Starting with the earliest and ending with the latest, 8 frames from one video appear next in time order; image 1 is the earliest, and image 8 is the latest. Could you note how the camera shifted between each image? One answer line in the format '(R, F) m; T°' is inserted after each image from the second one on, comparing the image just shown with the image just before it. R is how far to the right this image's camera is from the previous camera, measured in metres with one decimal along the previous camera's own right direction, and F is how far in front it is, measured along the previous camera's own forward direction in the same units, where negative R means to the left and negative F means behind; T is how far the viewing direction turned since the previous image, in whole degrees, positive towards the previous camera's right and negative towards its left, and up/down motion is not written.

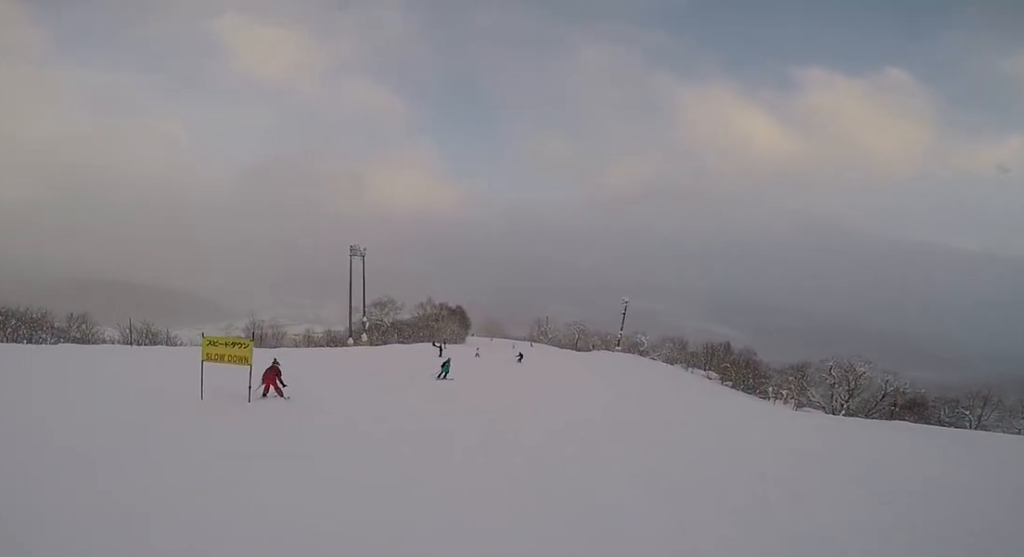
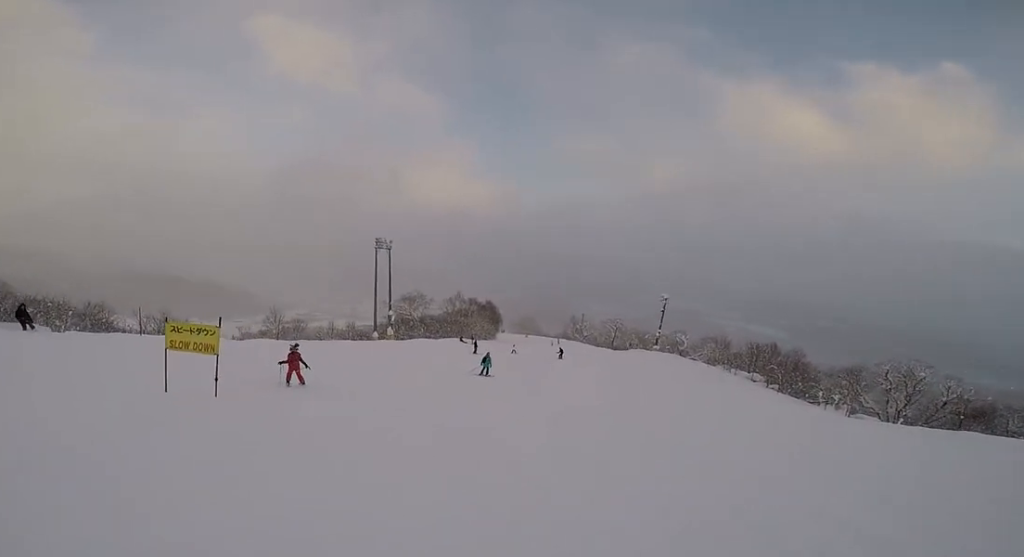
(+0.2, +1.8) m; -13°
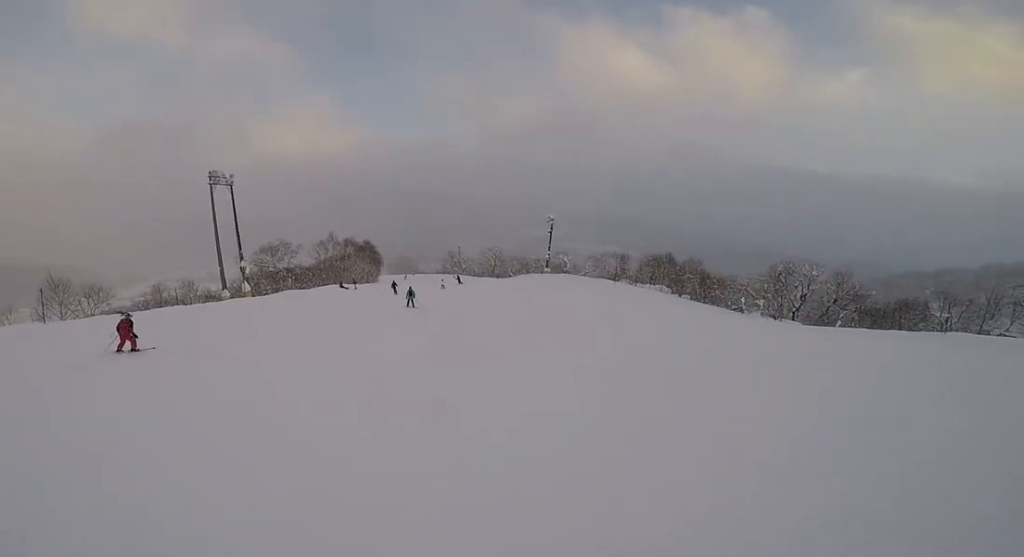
(-0.8, +9.3) m; +8°
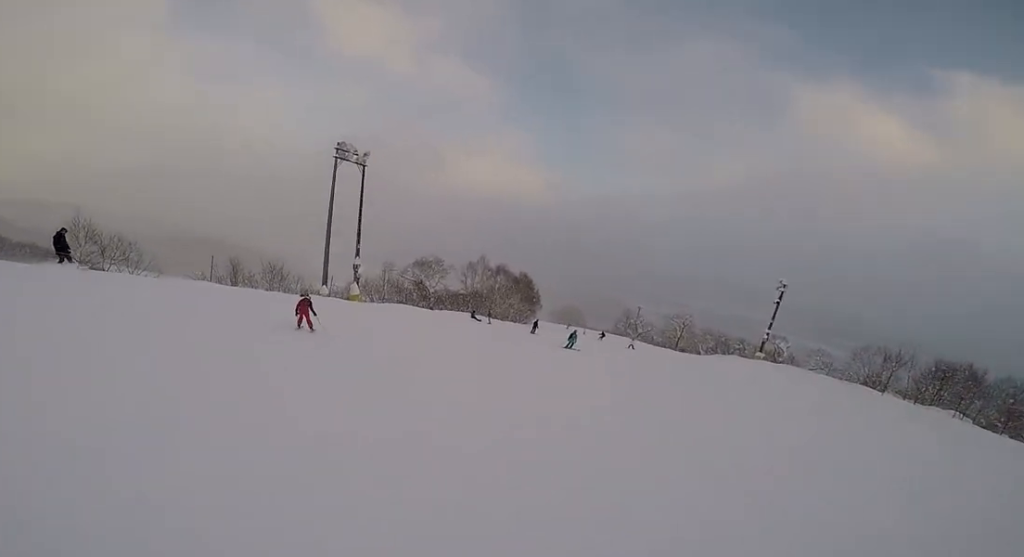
(-0.6, +11.0) m; -10°
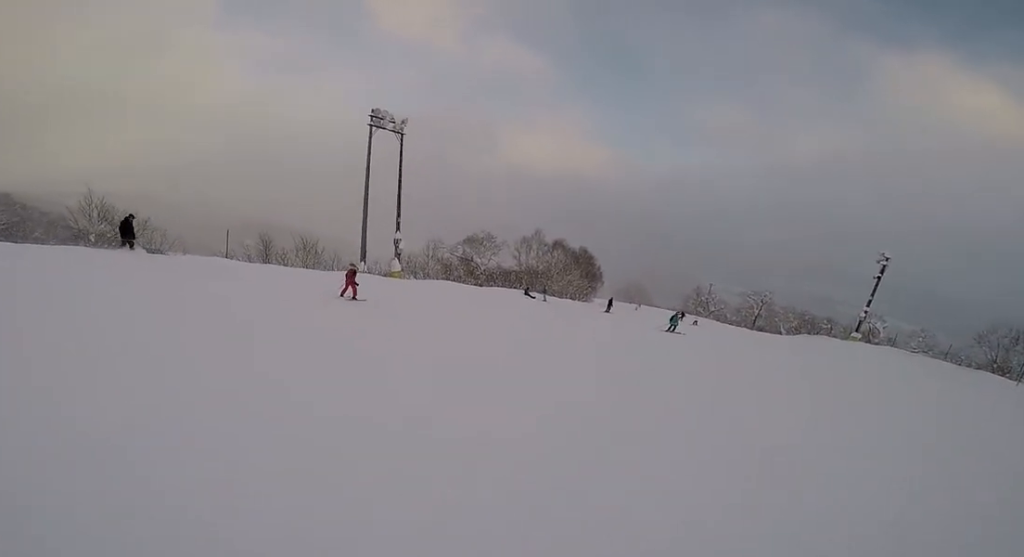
(-0.5, +2.8) m; -1°
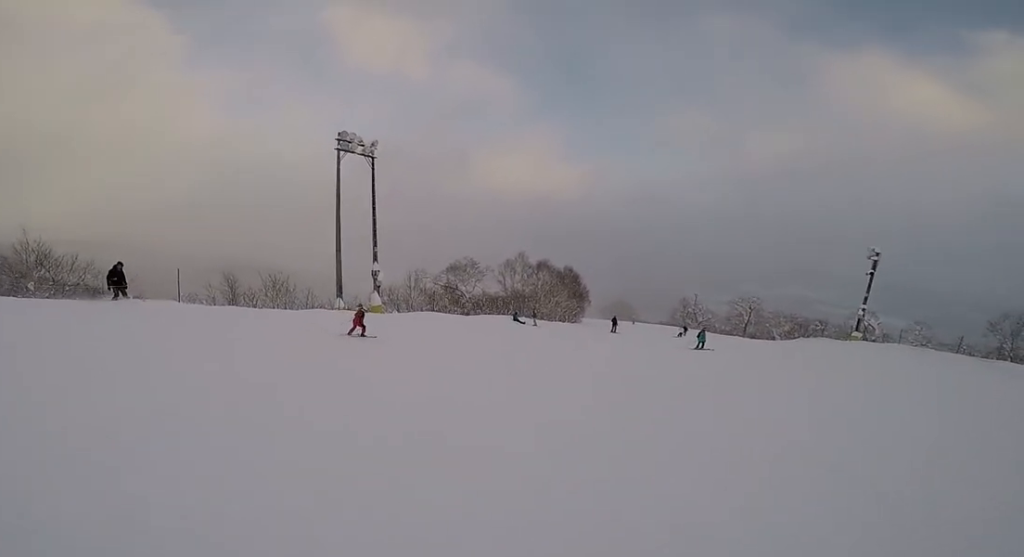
(-0.4, +2.1) m; 0°
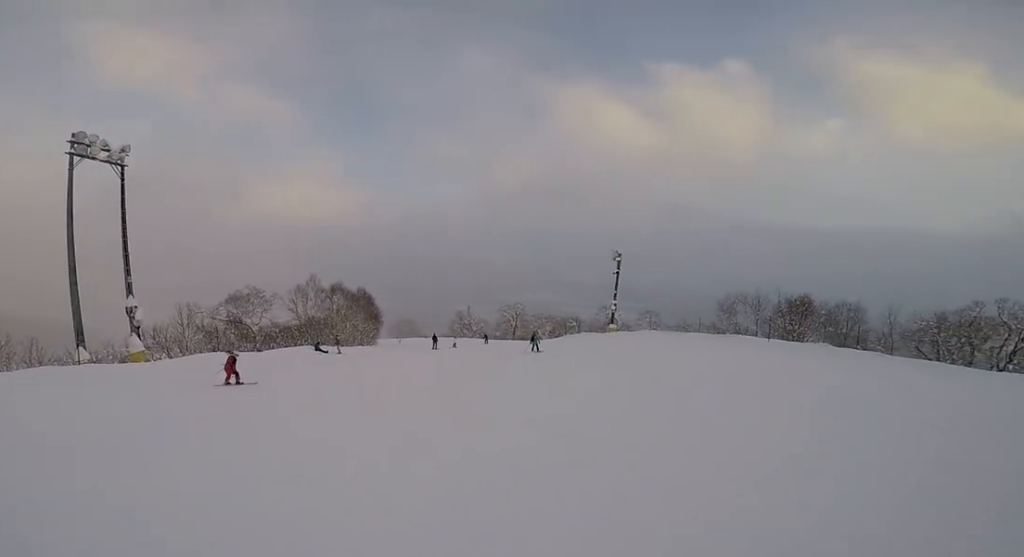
(+0.4, +3.2) m; +9°
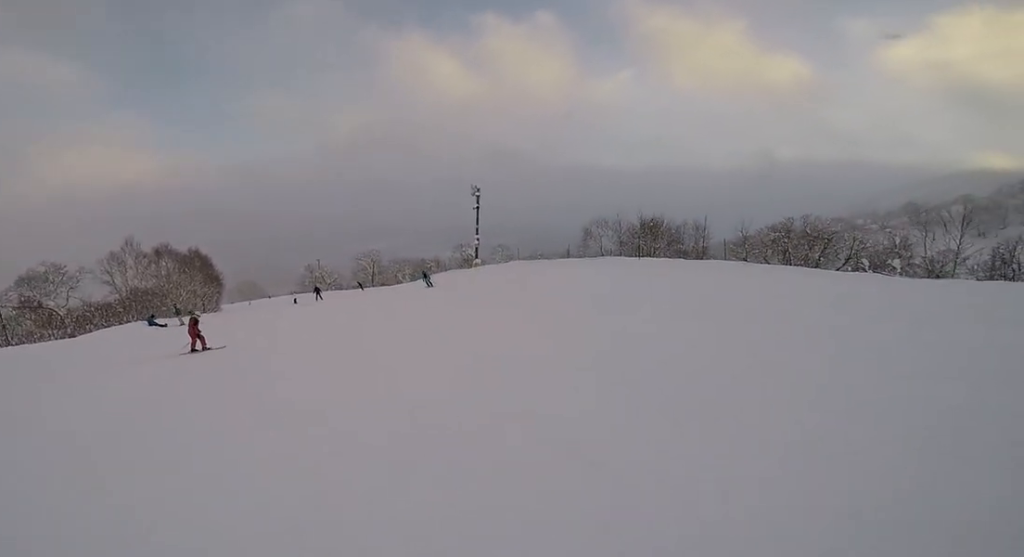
(+0.4, +3.6) m; +7°
